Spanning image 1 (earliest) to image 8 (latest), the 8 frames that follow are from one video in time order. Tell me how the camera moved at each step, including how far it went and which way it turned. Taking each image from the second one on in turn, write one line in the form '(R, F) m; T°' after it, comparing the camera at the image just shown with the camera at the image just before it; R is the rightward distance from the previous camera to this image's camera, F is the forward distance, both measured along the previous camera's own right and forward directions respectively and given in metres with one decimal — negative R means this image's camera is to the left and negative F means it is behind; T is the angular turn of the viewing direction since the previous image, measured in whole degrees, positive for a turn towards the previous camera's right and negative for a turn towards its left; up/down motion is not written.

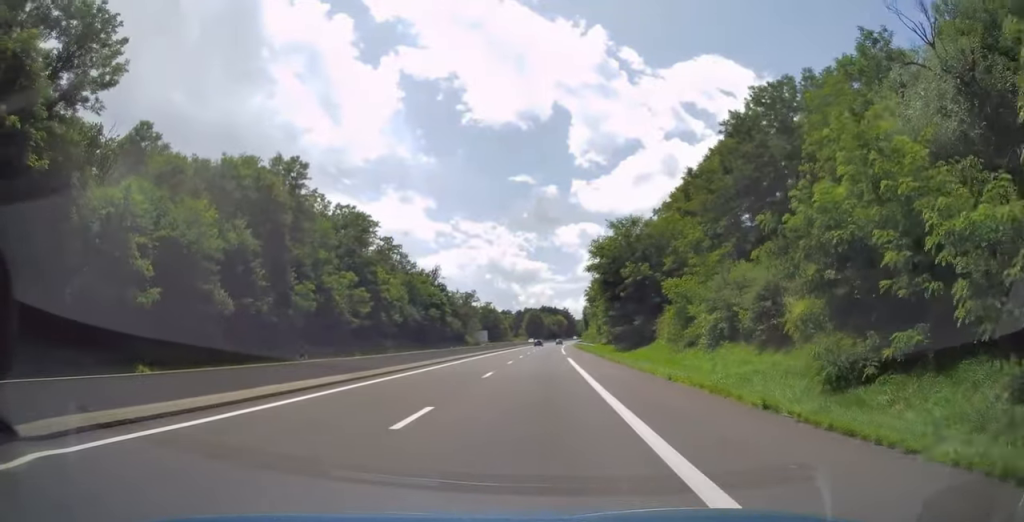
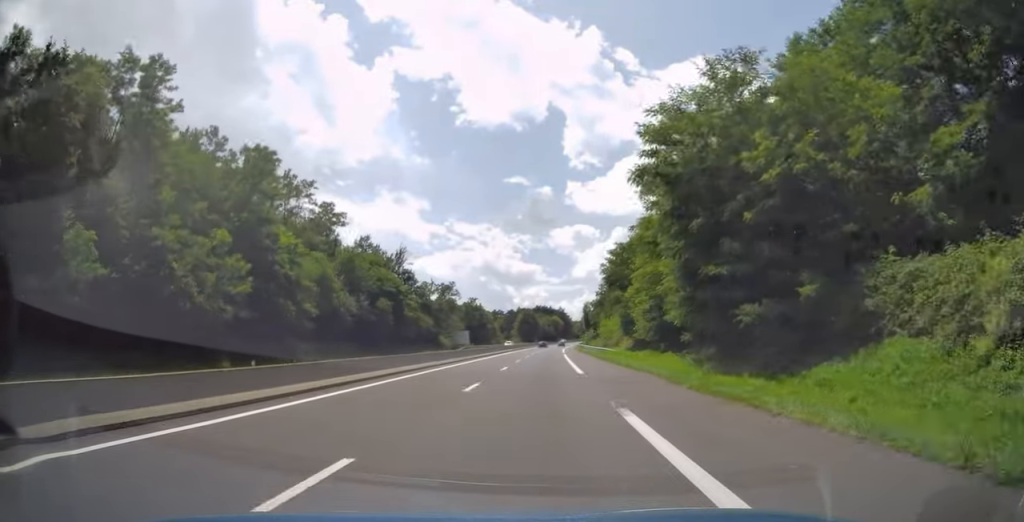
(-0.2, +31.4) m; 0°
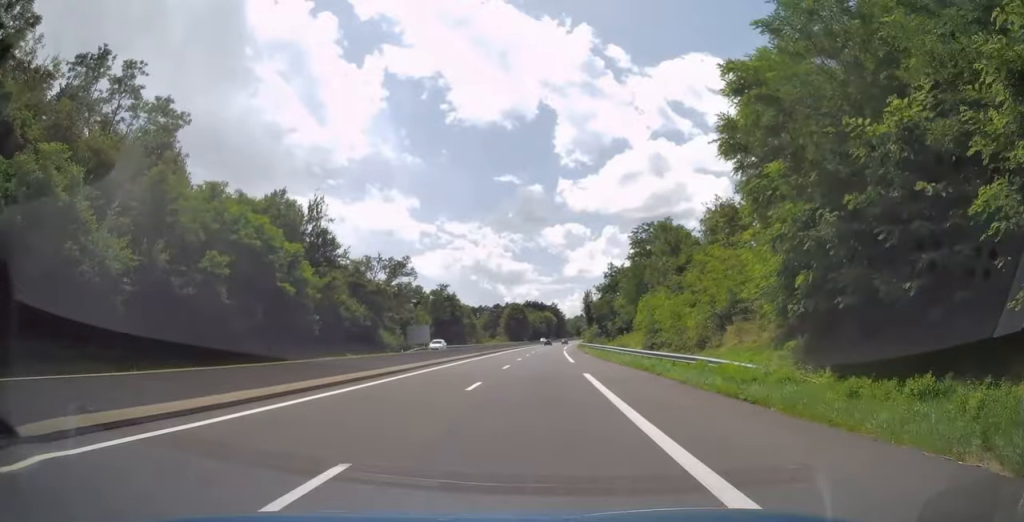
(+0.5, +40.7) m; +1°
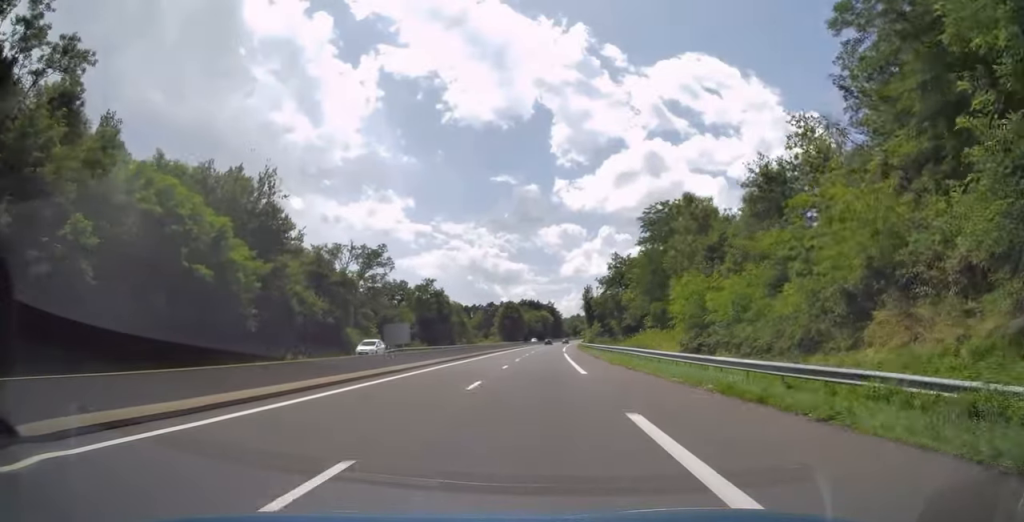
(0.0, +13.4) m; 0°
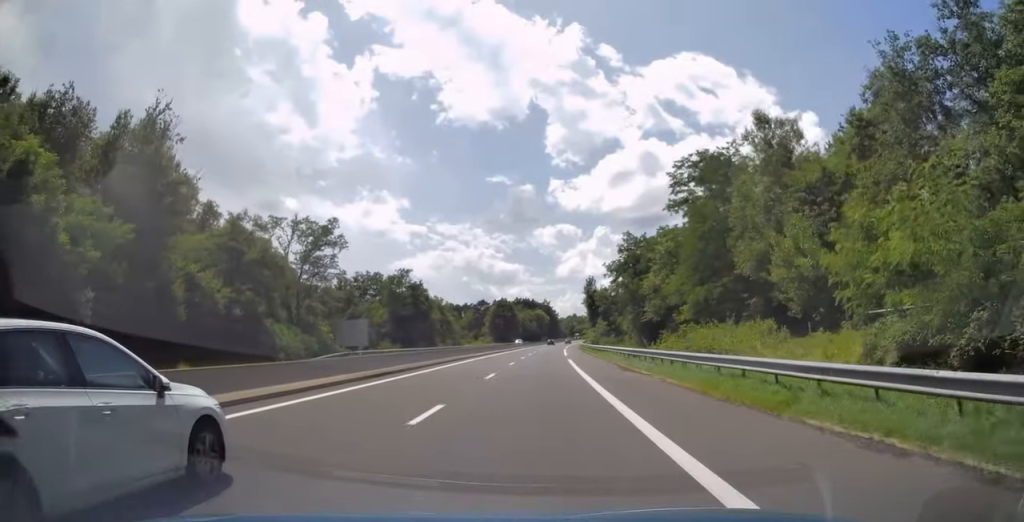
(0.0, +20.1) m; 0°
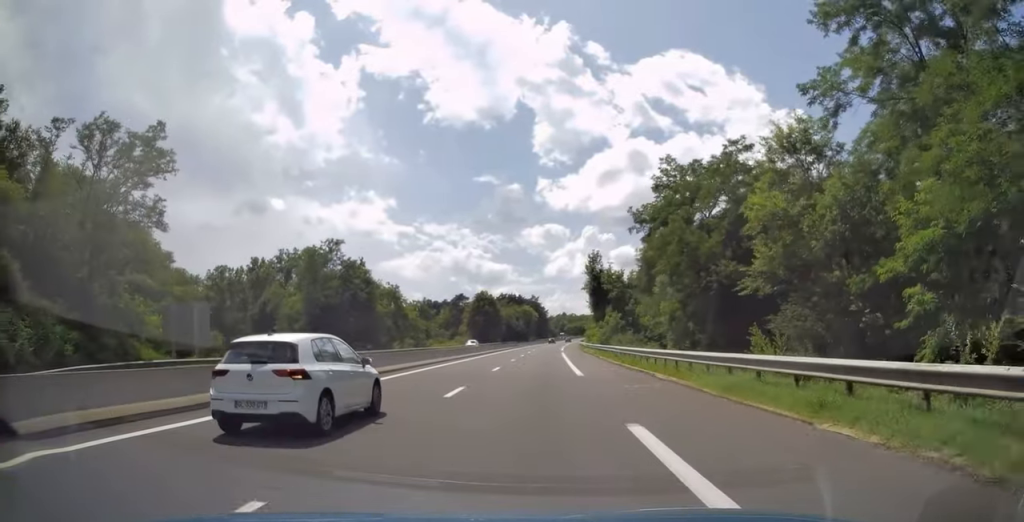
(+0.2, +34.0) m; +1°
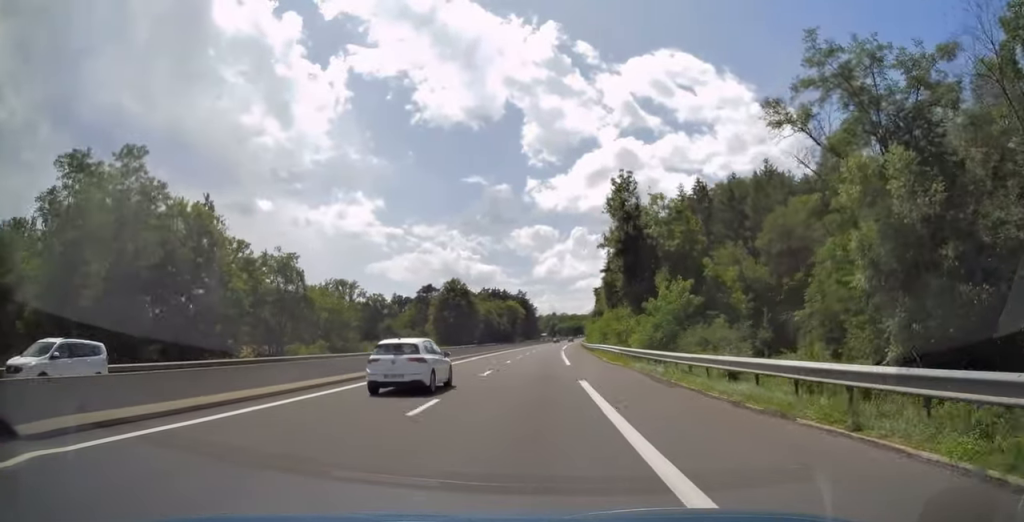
(+0.5, +42.3) m; +1°
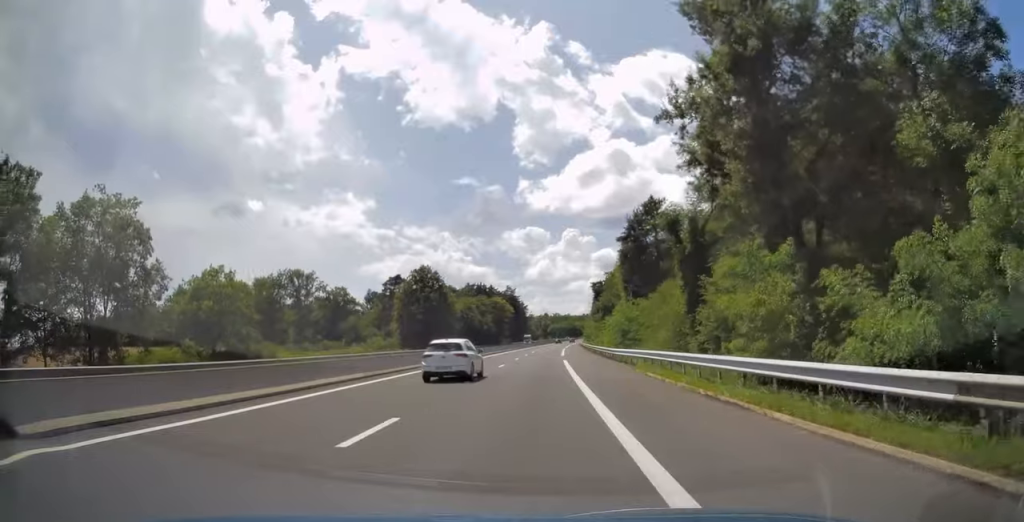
(+0.3, +29.4) m; +1°
